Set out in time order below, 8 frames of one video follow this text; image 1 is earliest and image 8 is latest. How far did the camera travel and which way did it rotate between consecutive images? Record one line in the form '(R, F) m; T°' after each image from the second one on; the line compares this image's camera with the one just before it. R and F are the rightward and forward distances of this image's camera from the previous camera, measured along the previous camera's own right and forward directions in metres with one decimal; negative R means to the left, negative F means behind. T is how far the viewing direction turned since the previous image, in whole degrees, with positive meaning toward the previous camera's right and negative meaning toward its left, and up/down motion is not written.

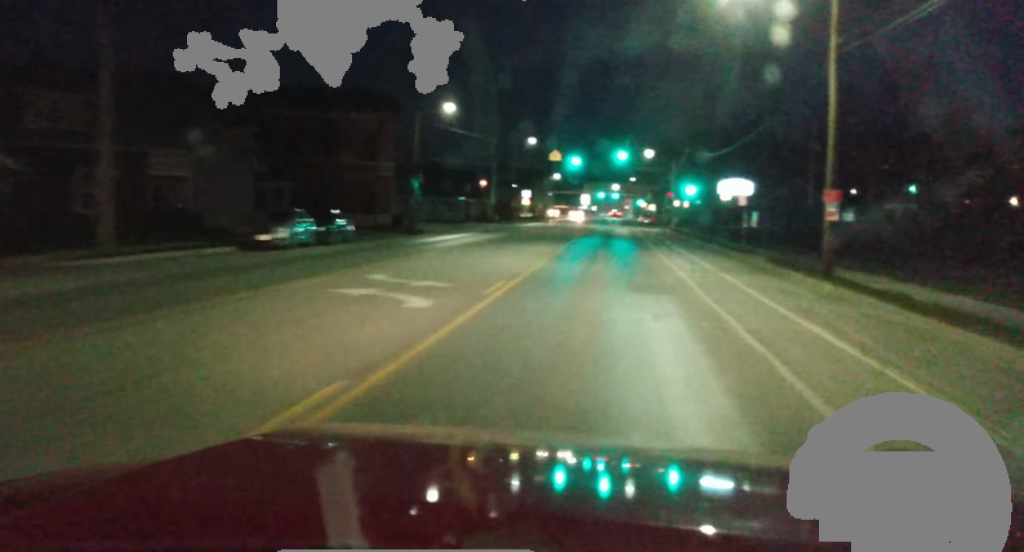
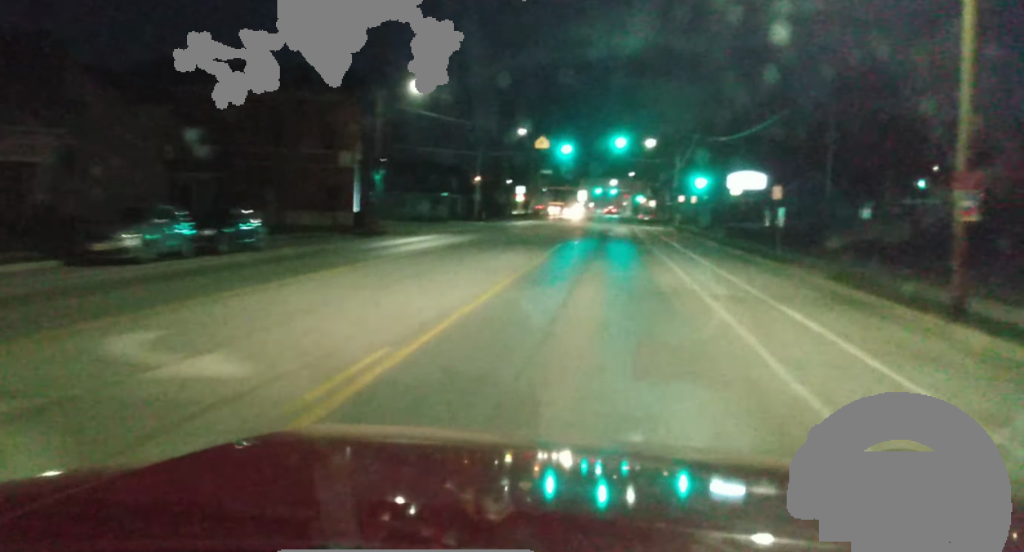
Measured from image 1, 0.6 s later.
(+0.3, +10.5) m; +1°
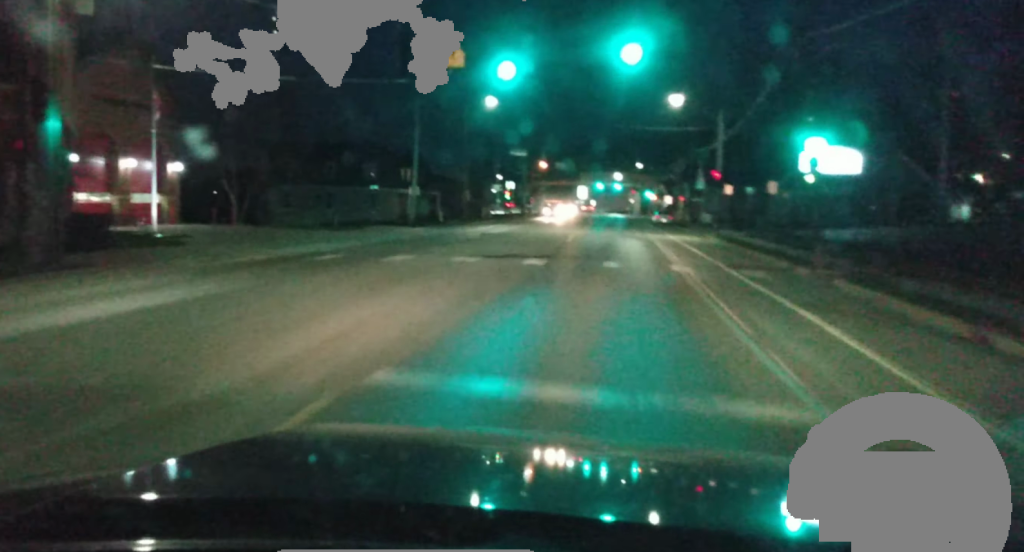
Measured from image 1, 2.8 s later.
(-0.3, +35.2) m; -1°
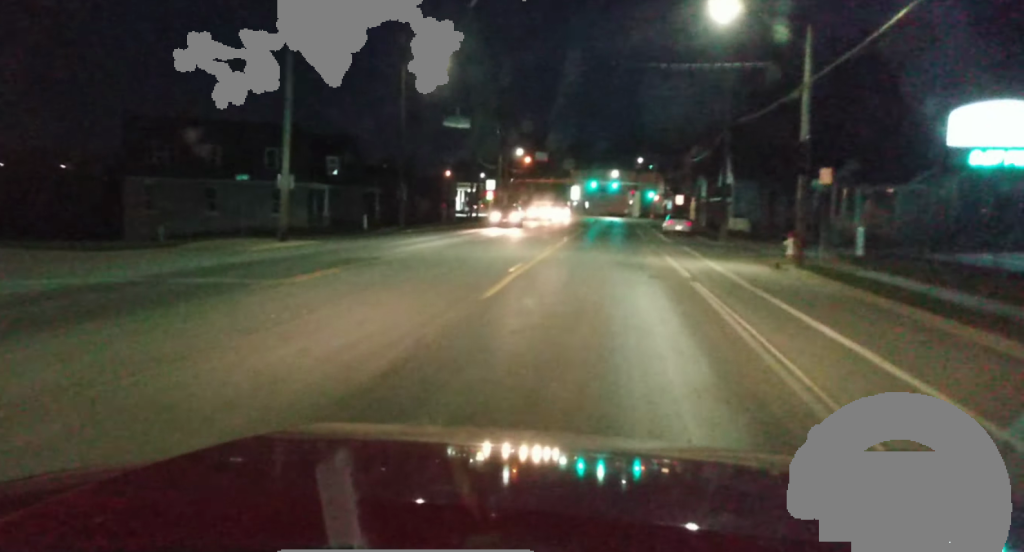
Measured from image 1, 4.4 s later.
(-0.3, +26.6) m; 0°
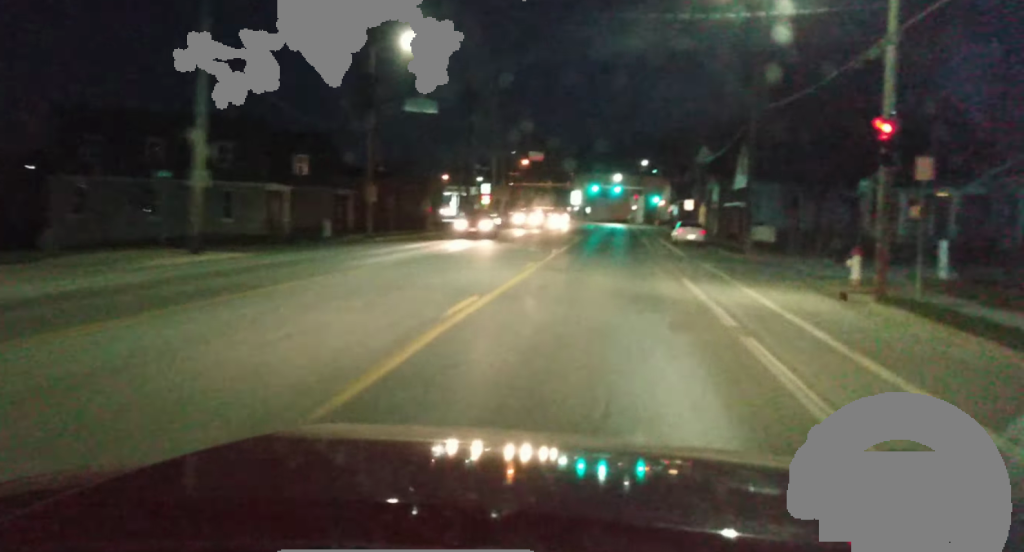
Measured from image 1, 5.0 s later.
(0.0, +9.1) m; 0°
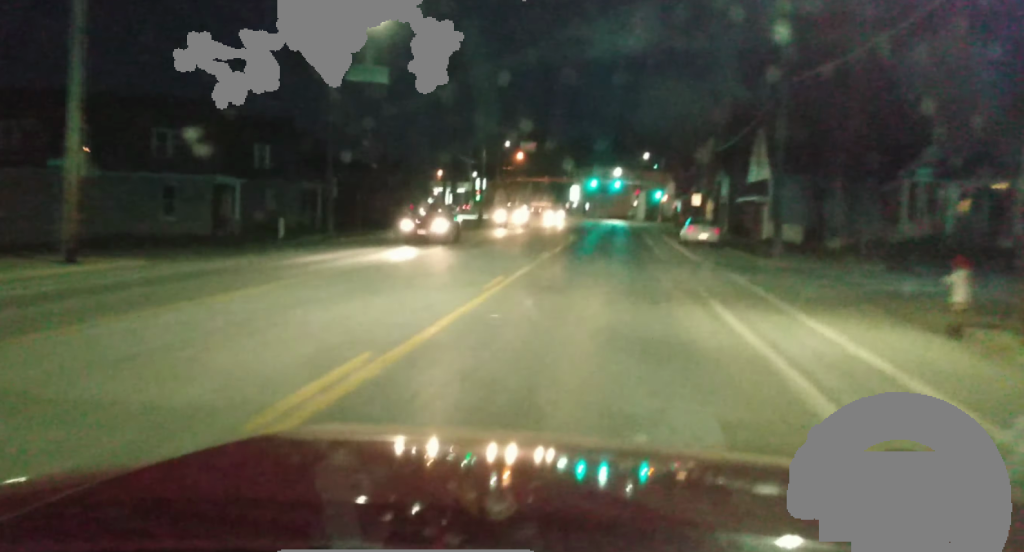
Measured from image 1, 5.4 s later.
(+0.1, +7.5) m; 0°
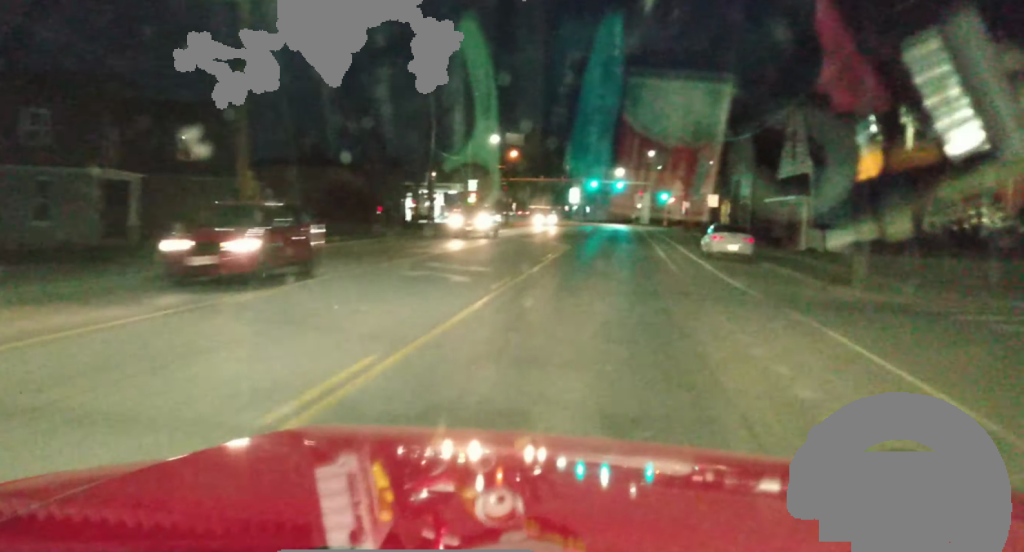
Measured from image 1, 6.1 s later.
(-0.1, +11.2) m; 0°
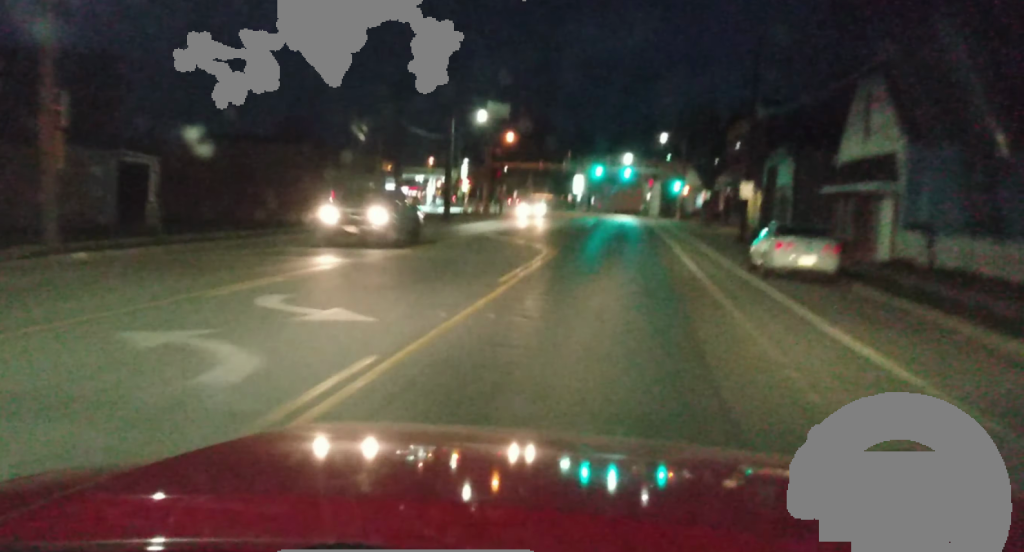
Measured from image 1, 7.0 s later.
(-0.1, +13.3) m; 0°
